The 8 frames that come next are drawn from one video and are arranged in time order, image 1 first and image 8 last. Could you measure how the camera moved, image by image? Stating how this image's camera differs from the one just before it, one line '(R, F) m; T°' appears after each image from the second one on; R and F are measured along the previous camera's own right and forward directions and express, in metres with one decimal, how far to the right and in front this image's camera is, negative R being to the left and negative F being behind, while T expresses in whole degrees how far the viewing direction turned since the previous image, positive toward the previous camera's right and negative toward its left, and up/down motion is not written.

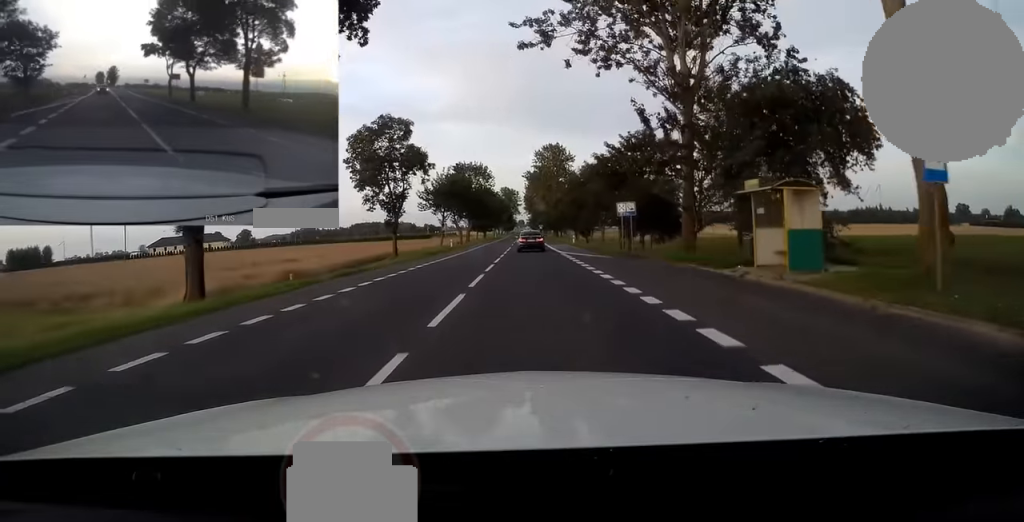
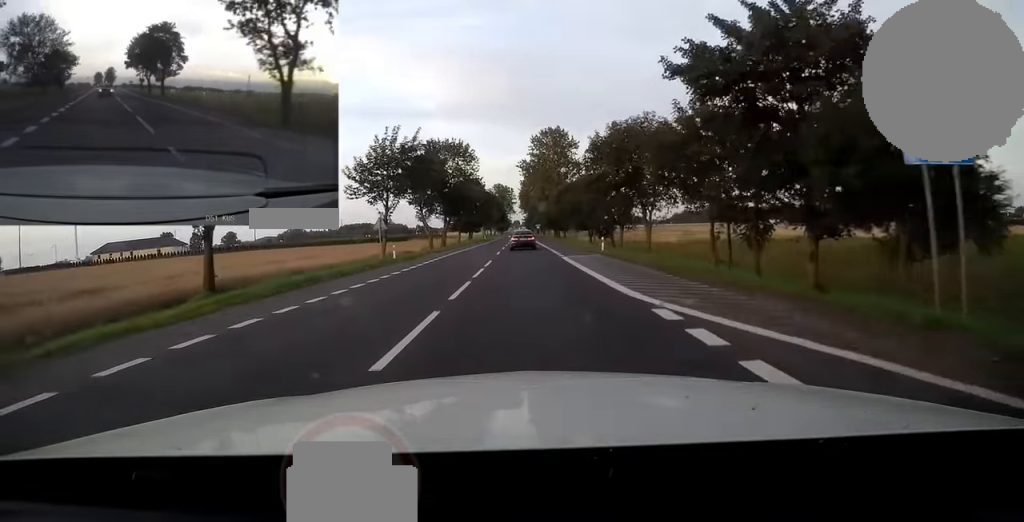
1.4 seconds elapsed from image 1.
(+0.4, +27.7) m; +1°
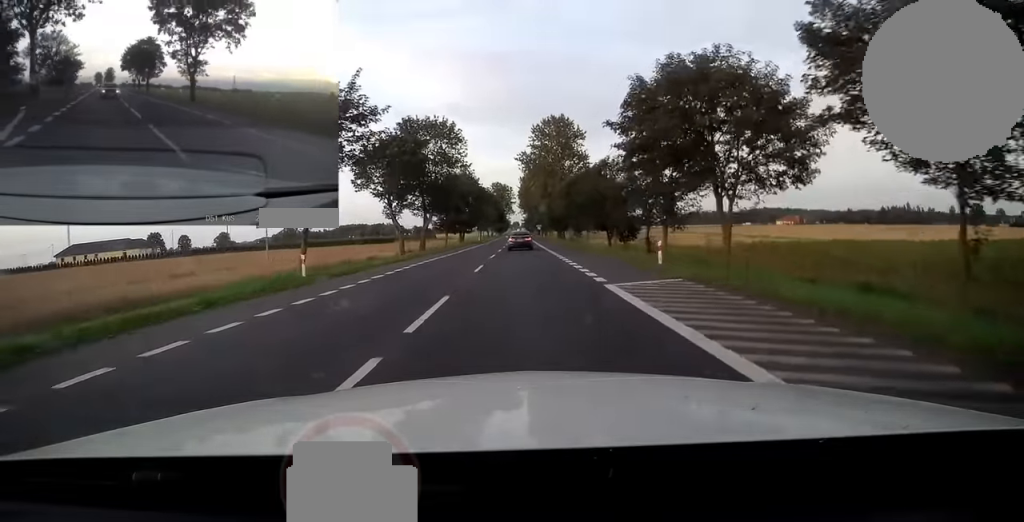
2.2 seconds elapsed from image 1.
(+0.1, +16.4) m; -1°
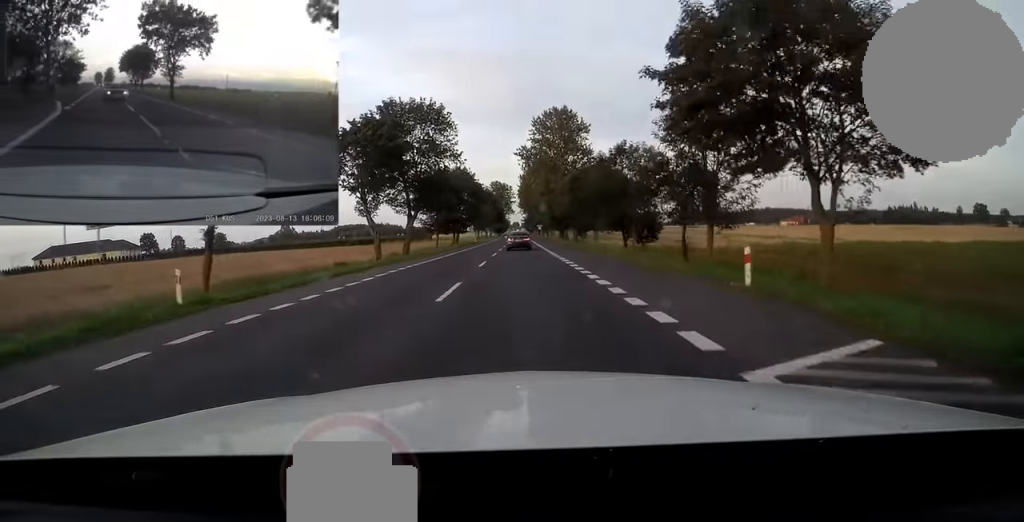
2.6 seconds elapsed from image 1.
(-0.3, +9.0) m; 0°
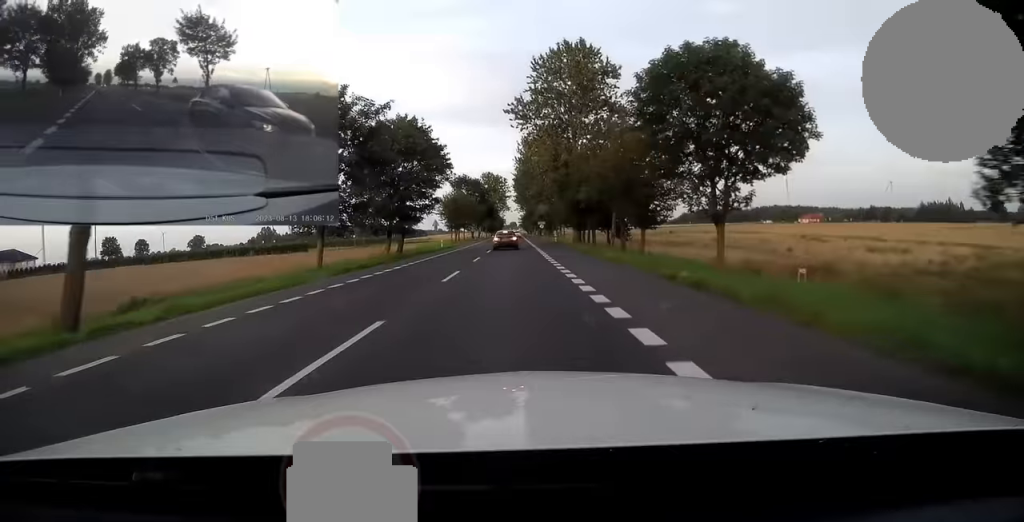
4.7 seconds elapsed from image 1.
(+0.4, +43.2) m; +1°
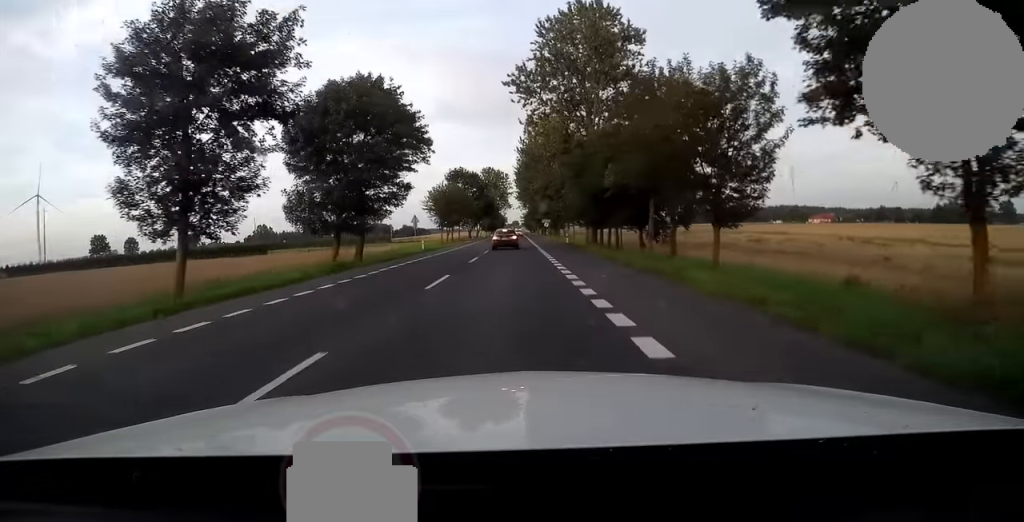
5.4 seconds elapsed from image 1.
(0.0, +14.5) m; 0°
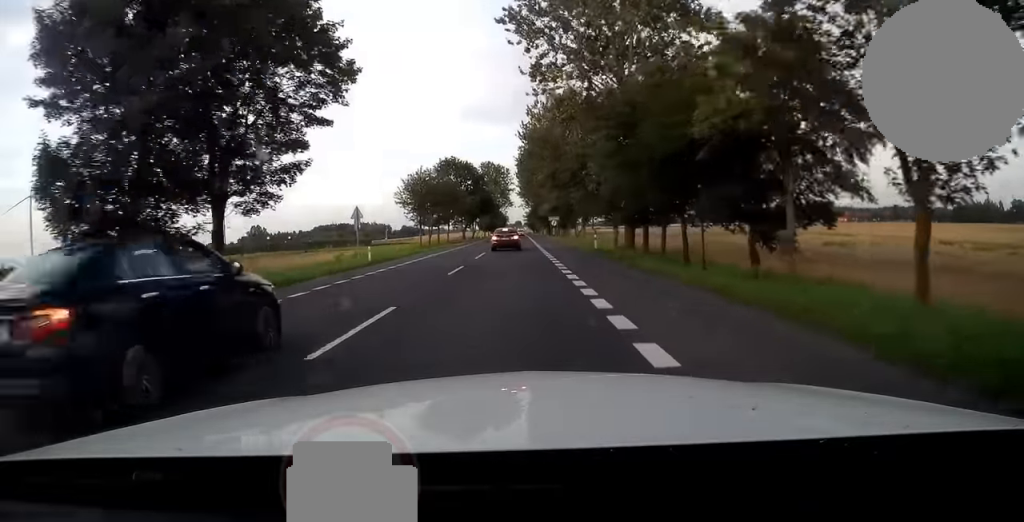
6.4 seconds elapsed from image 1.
(0.0, +20.0) m; 0°
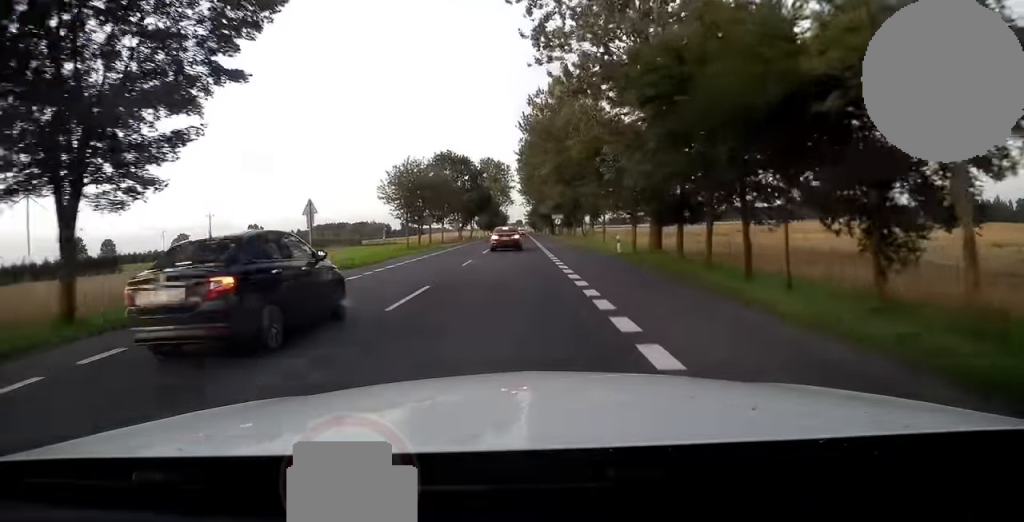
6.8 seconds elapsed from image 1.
(+0.1, +8.3) m; 0°
